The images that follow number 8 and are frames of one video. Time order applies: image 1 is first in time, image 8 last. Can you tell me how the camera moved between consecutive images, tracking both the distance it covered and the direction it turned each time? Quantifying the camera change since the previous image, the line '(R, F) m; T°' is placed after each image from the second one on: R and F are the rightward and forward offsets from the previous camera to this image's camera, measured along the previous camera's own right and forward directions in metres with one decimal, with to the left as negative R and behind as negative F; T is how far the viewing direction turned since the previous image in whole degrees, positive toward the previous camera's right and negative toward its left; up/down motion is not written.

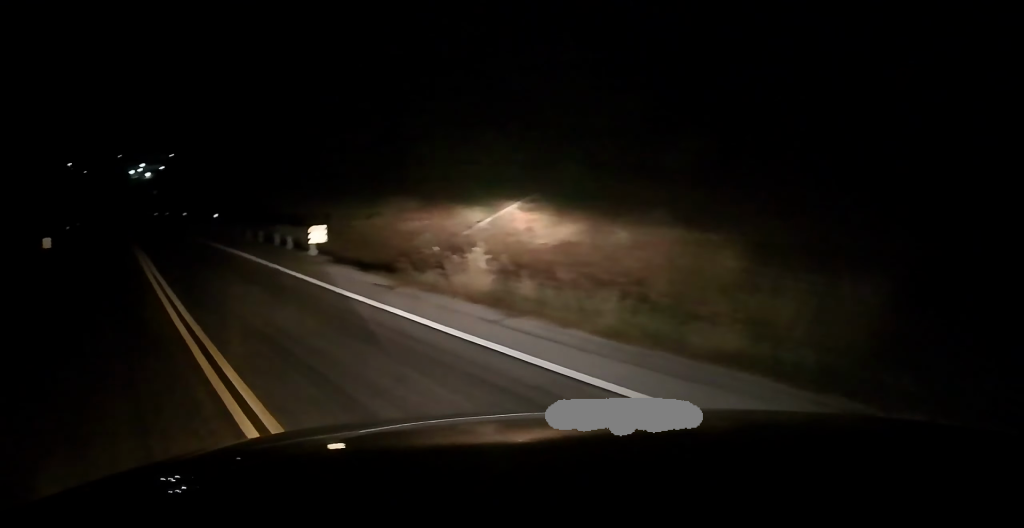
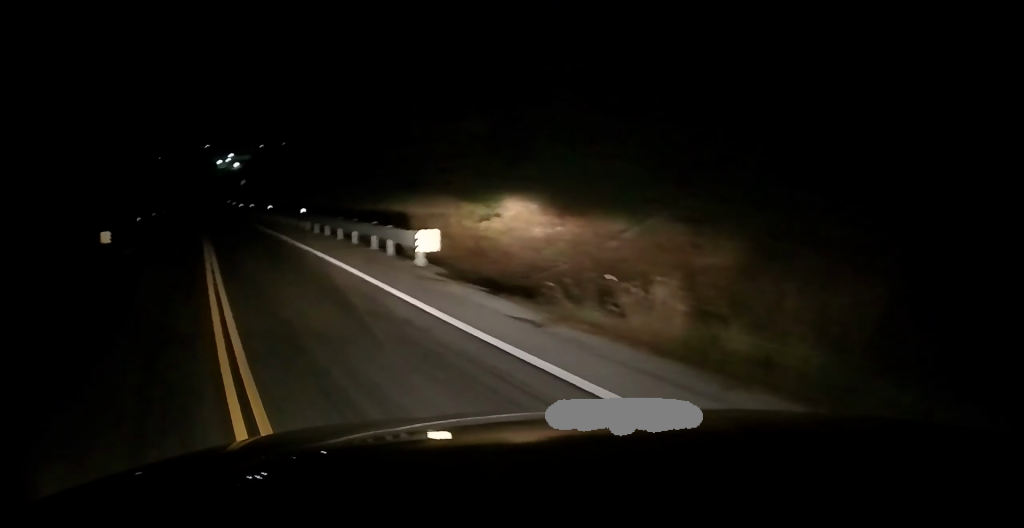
(-0.5, +2.4) m; -8°
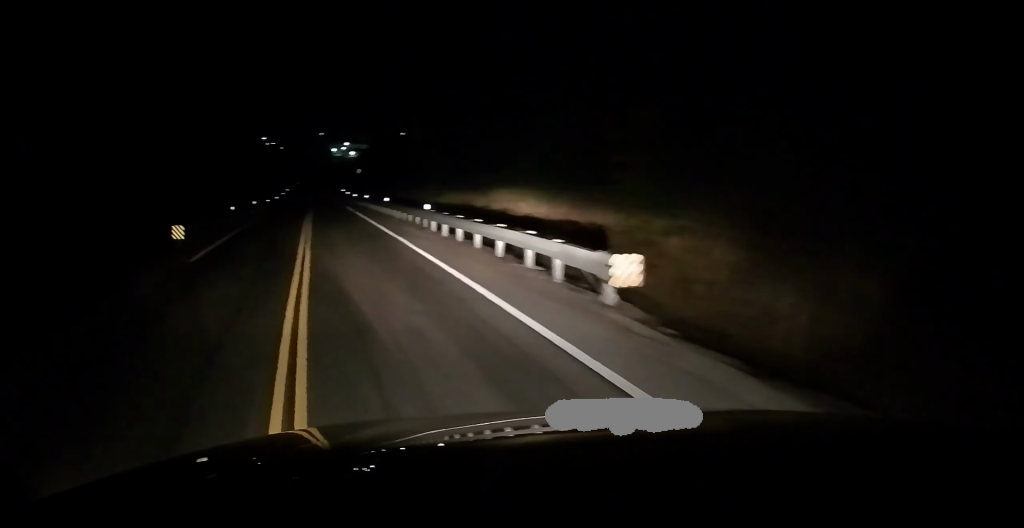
(-0.5, +3.4) m; -8°
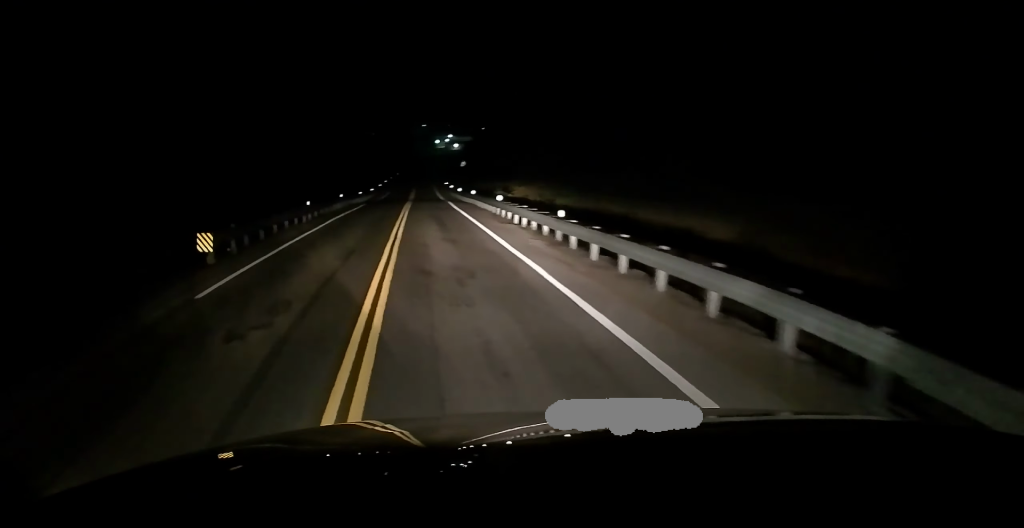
(-0.1, +5.2) m; -4°
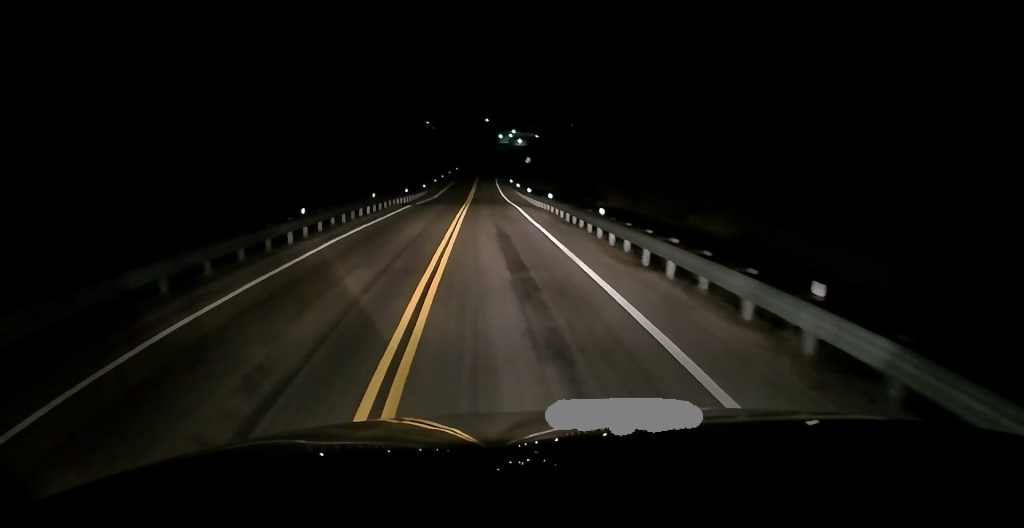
(-0.4, +8.8) m; -7°
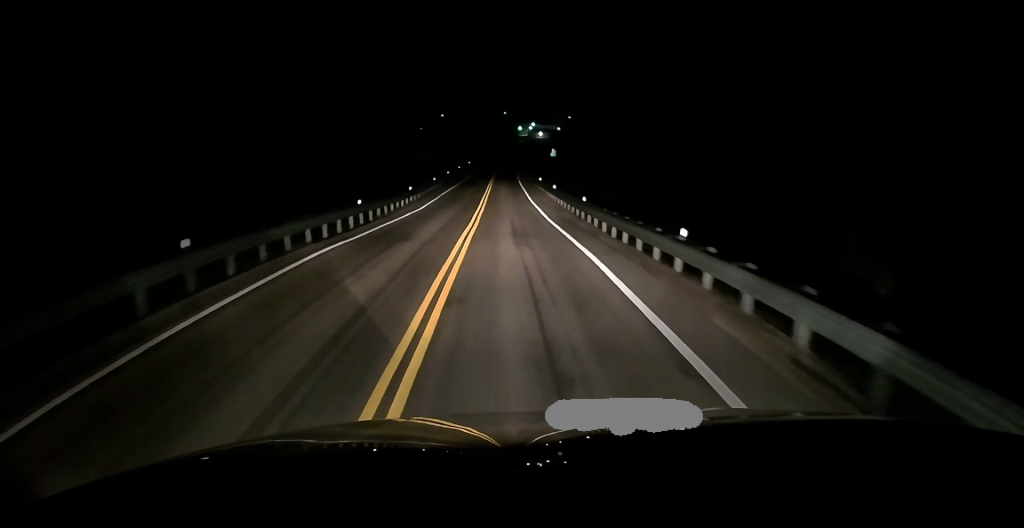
(-1.0, +19.0) m; -3°
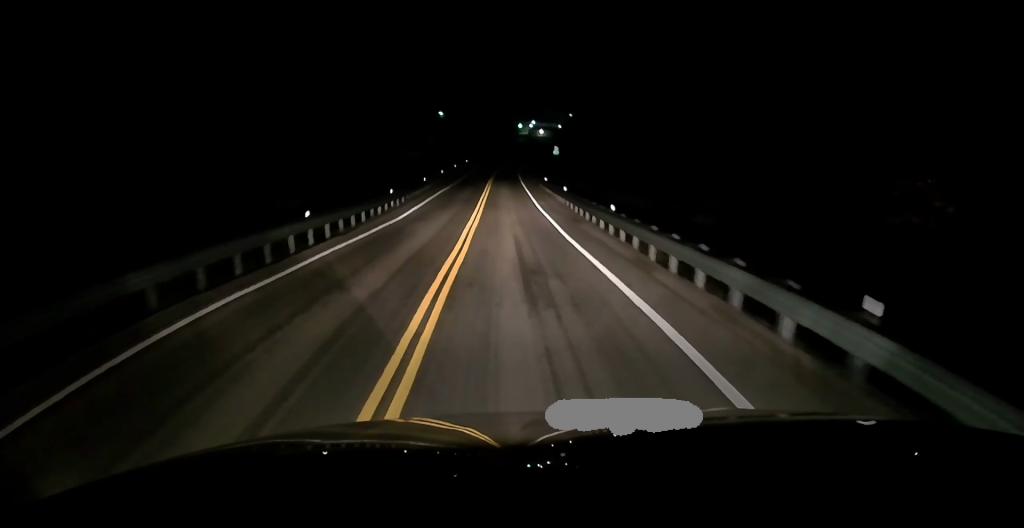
(+0.3, +6.1) m; 0°
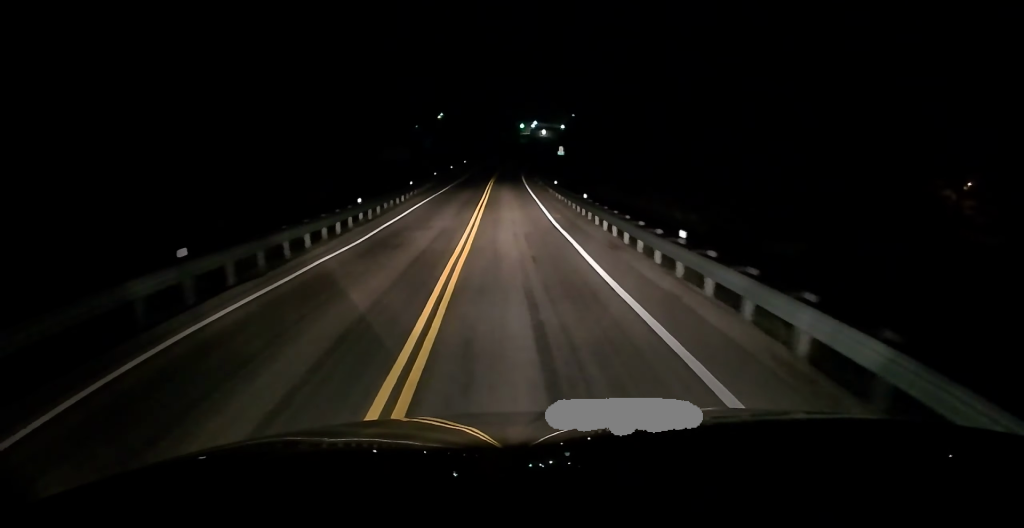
(-0.3, +7.3) m; +1°
